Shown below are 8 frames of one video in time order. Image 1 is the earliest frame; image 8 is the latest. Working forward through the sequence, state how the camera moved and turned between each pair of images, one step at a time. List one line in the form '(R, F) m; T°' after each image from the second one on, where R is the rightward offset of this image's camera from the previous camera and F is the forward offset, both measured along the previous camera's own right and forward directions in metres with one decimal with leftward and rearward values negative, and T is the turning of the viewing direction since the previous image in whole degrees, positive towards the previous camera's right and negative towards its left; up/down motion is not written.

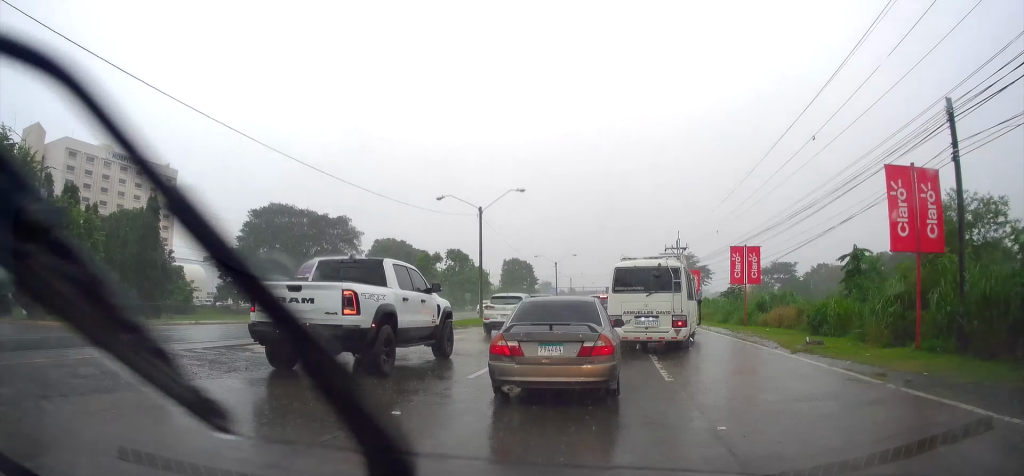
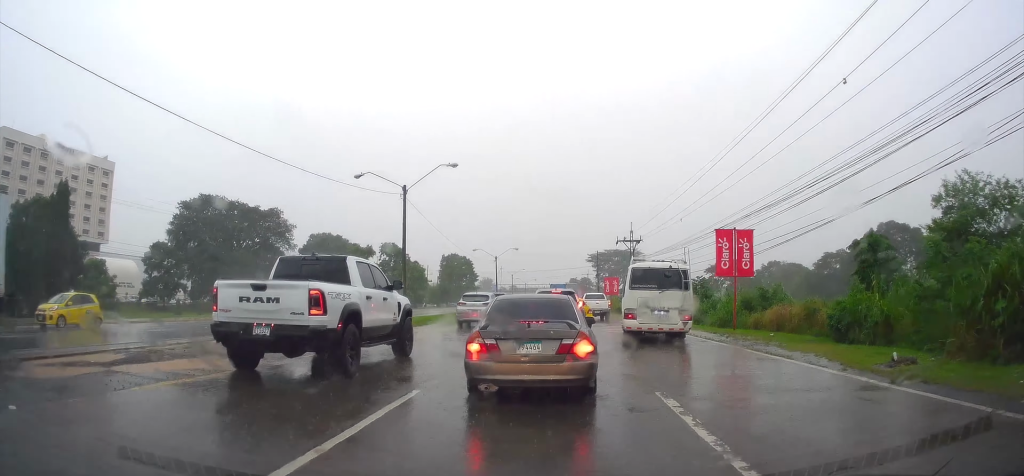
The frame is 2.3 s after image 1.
(0.0, +6.8) m; +5°
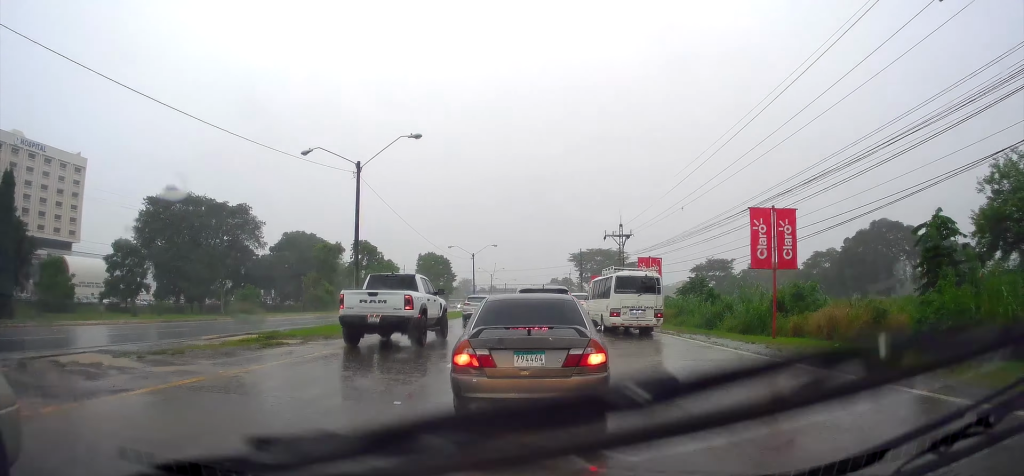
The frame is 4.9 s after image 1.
(+0.7, +6.8) m; +6°
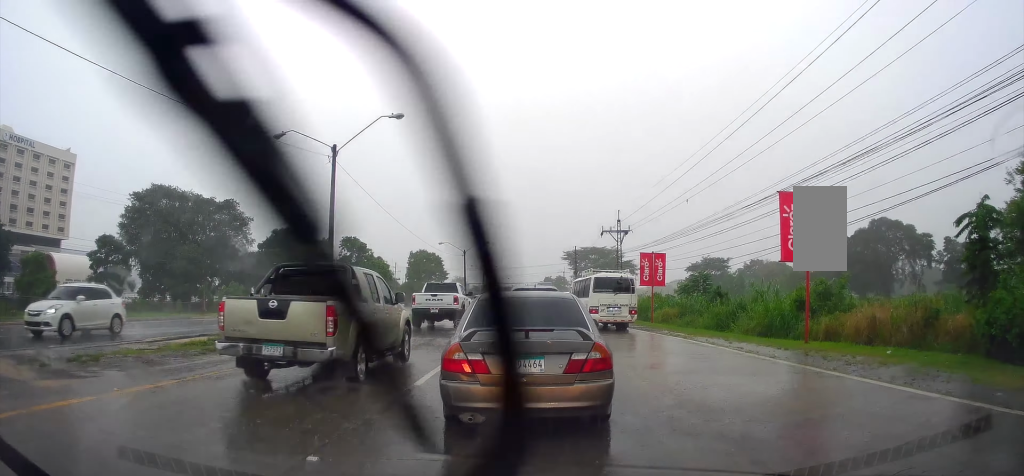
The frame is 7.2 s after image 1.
(-0.2, +5.0) m; -2°
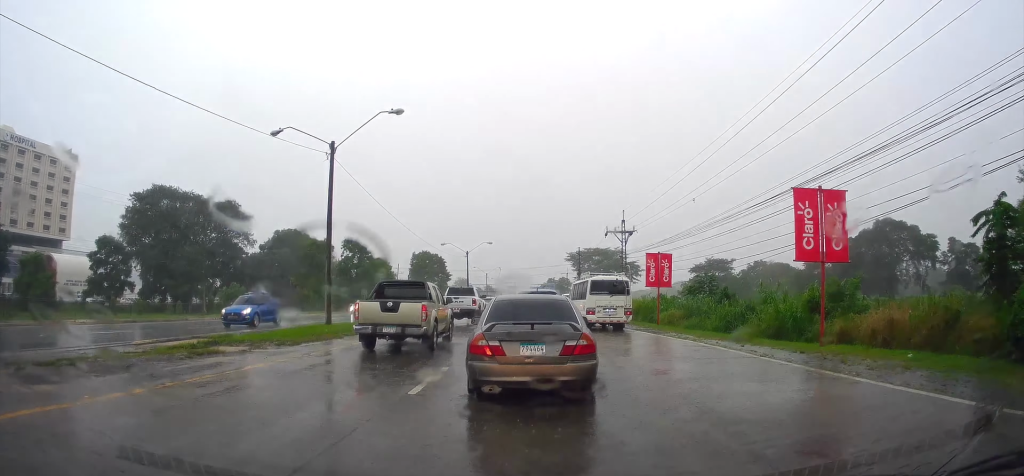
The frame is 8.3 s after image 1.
(+0.1, +2.3) m; -4°
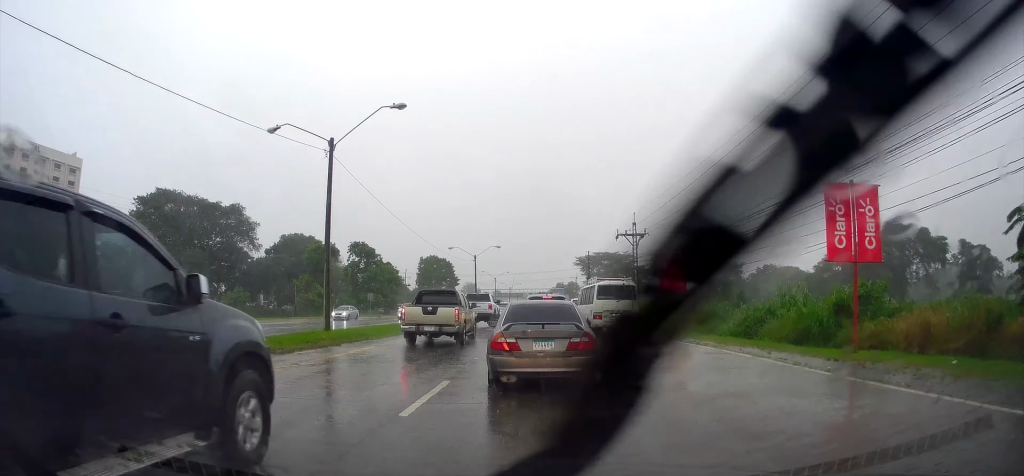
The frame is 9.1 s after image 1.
(+0.2, +1.7) m; -3°
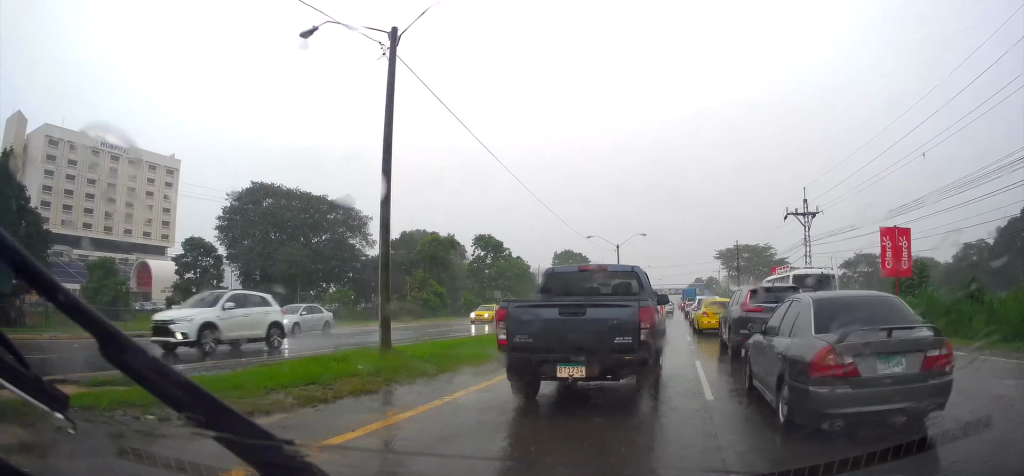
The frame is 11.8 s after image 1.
(-0.9, +8.2) m; -5°
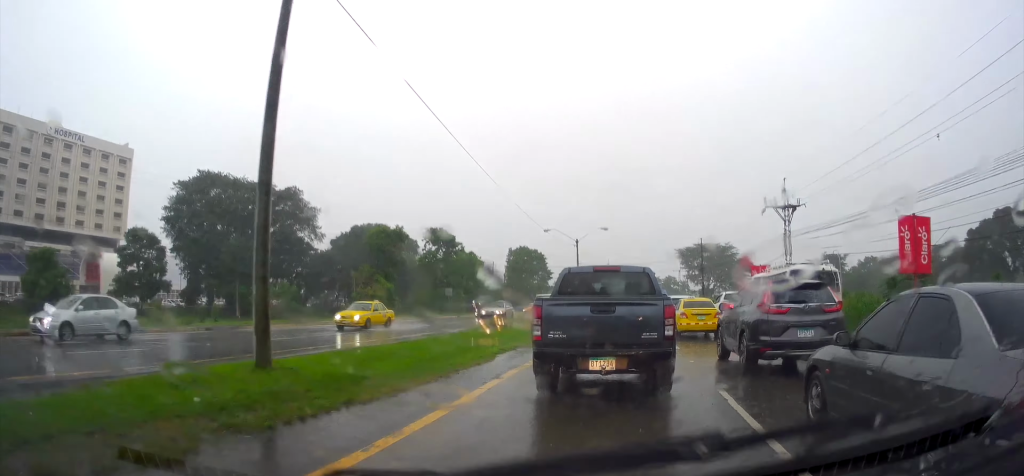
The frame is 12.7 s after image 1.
(0.0, +3.6) m; +1°
